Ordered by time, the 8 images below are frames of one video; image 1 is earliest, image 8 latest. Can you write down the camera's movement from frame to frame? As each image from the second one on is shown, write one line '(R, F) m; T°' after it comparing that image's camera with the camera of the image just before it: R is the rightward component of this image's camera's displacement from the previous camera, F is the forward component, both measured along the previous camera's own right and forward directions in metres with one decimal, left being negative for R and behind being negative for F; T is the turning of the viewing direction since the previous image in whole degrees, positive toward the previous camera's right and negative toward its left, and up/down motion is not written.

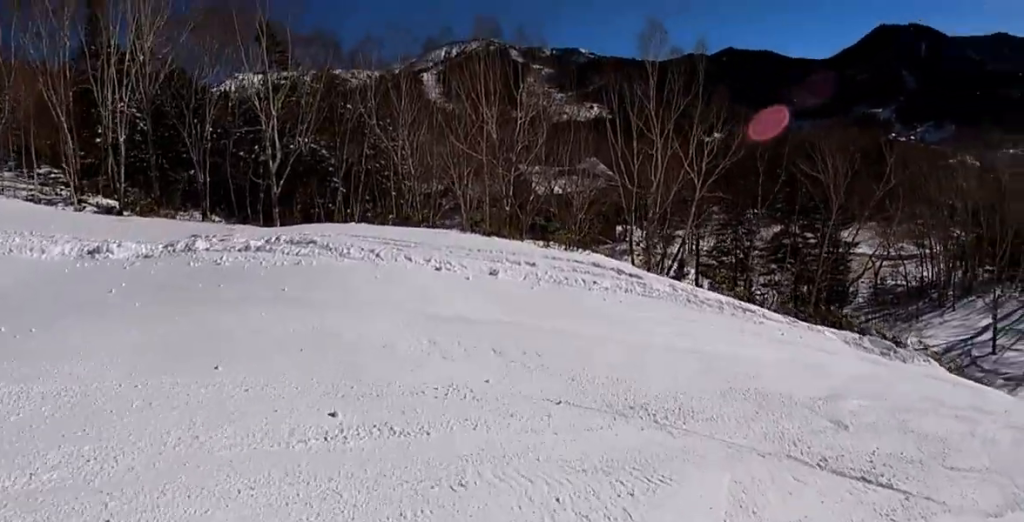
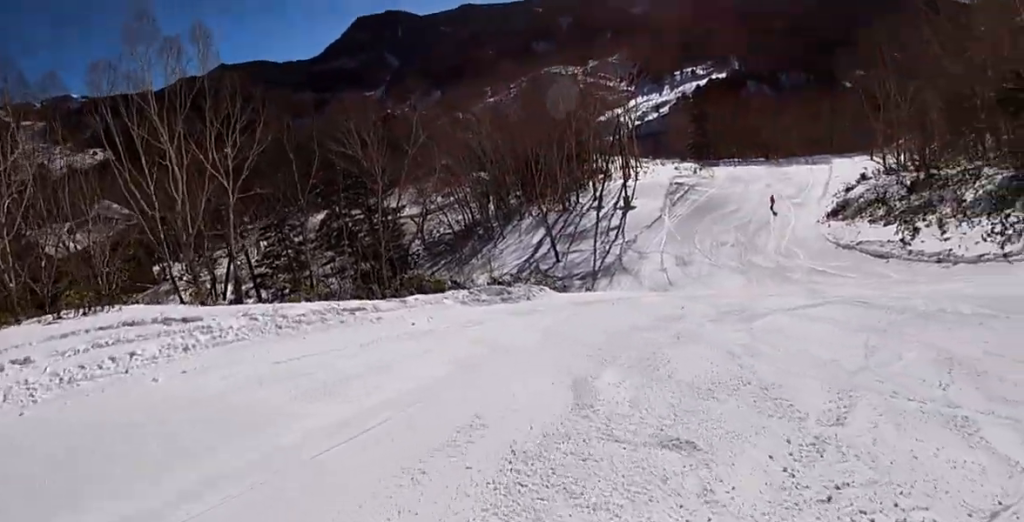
(+1.3, +5.6) m; +34°
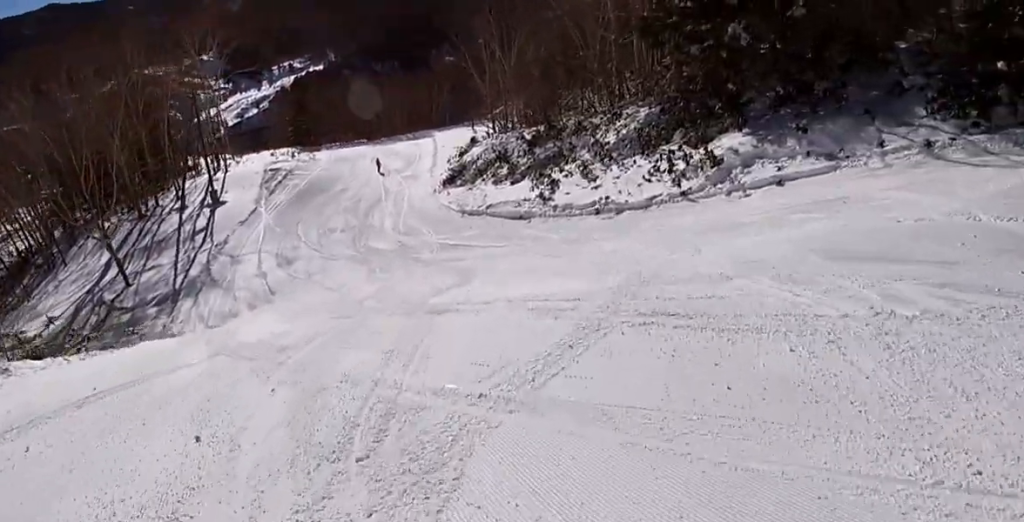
(+4.6, +9.3) m; +27°
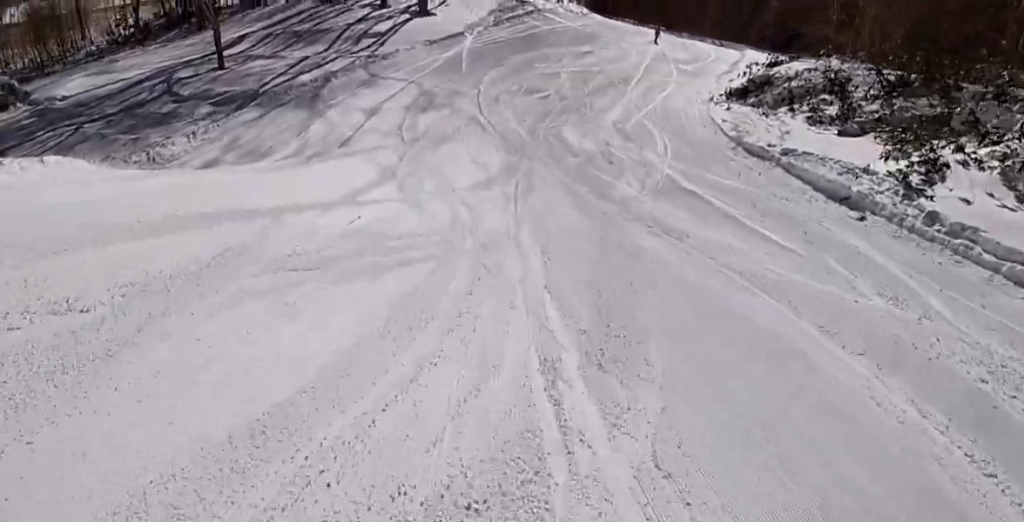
(-4.6, +15.3) m; -23°
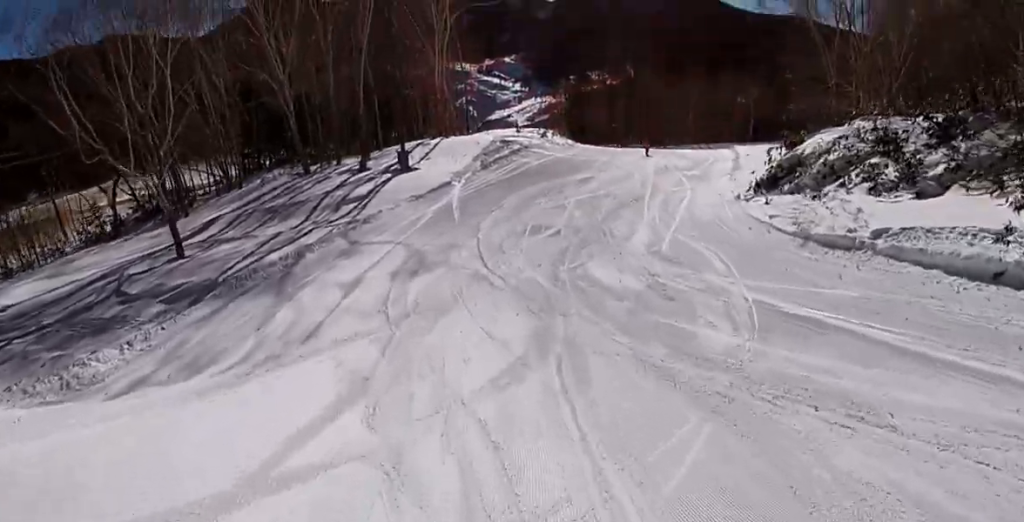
(0.0, +4.7) m; +2°
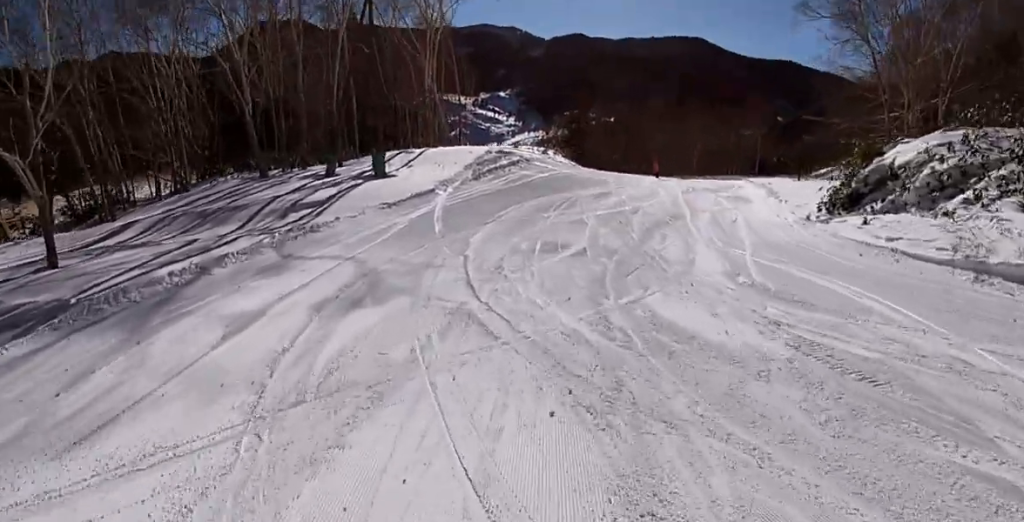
(-0.1, +6.0) m; +3°
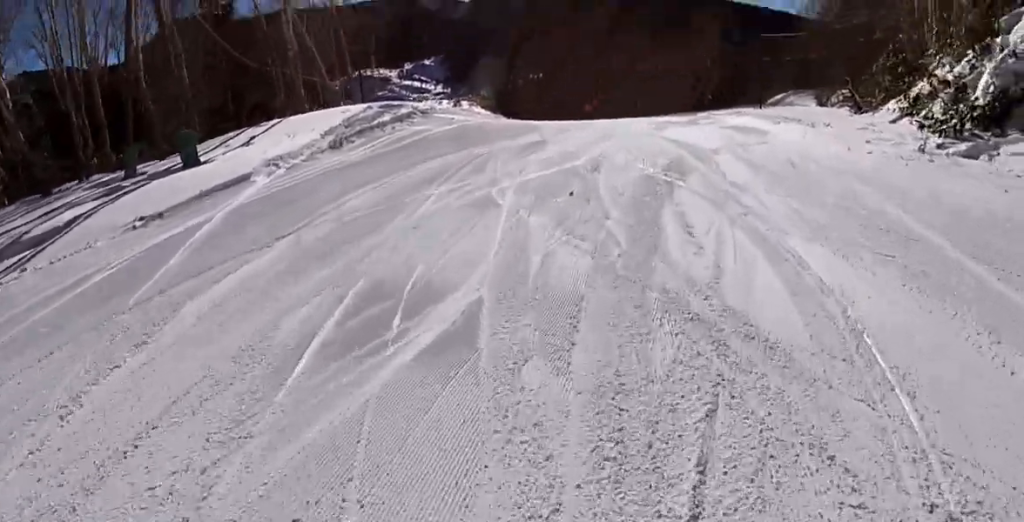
(+0.8, +9.6) m; +5°
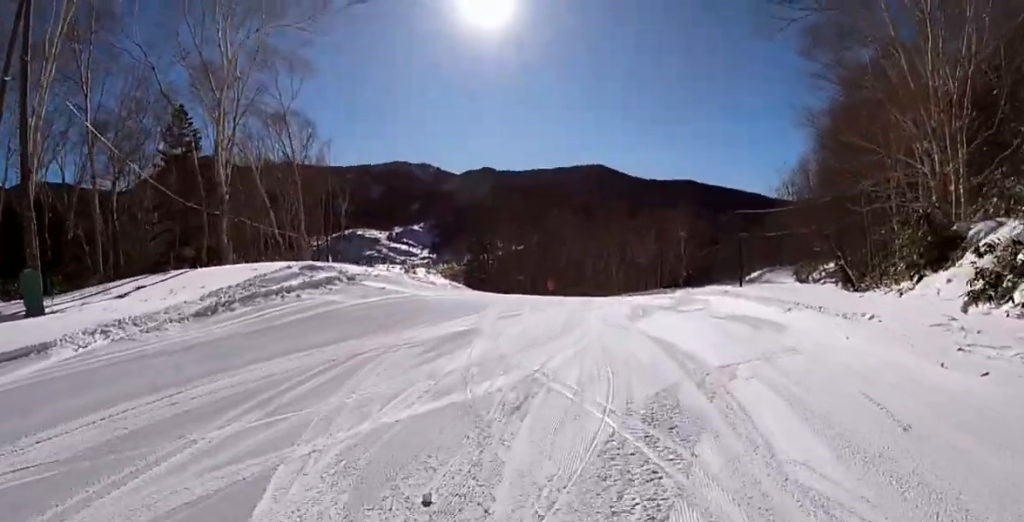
(0.0, +5.2) m; -2°
